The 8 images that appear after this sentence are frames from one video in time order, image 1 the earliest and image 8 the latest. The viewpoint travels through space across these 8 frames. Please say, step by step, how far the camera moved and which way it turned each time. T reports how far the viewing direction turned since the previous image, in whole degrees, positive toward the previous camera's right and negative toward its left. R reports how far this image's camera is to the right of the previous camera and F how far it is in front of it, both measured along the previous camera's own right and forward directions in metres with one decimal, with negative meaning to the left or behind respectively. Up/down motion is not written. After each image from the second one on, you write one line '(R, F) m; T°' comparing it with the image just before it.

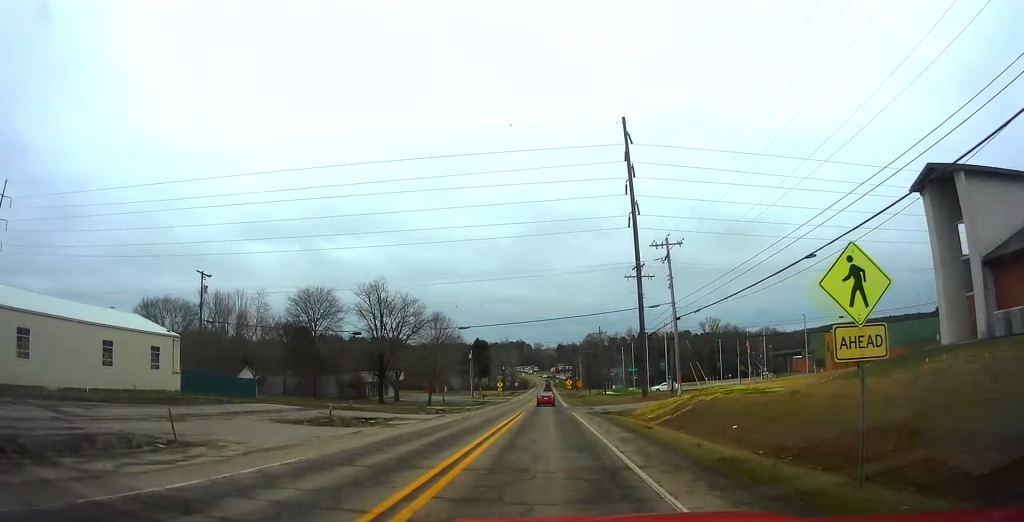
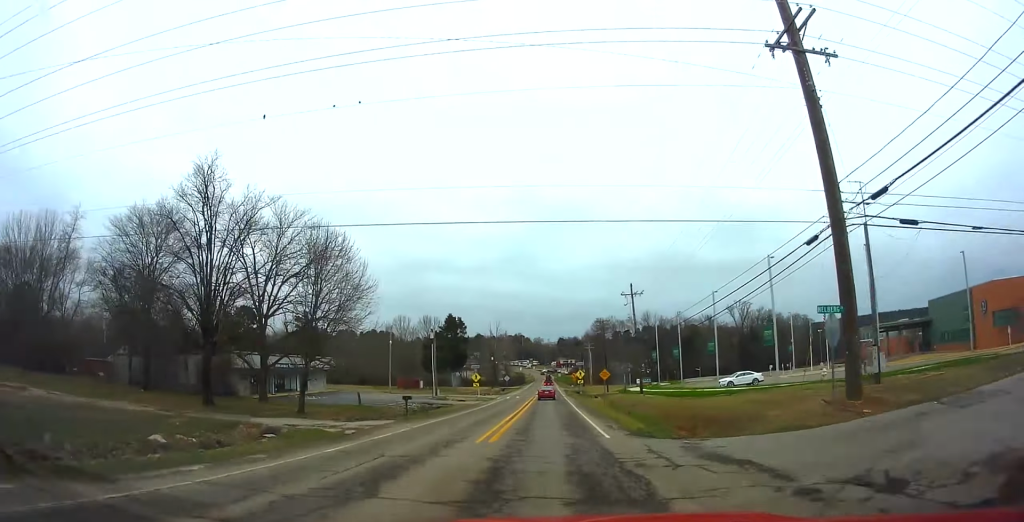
(+0.1, +38.2) m; 0°
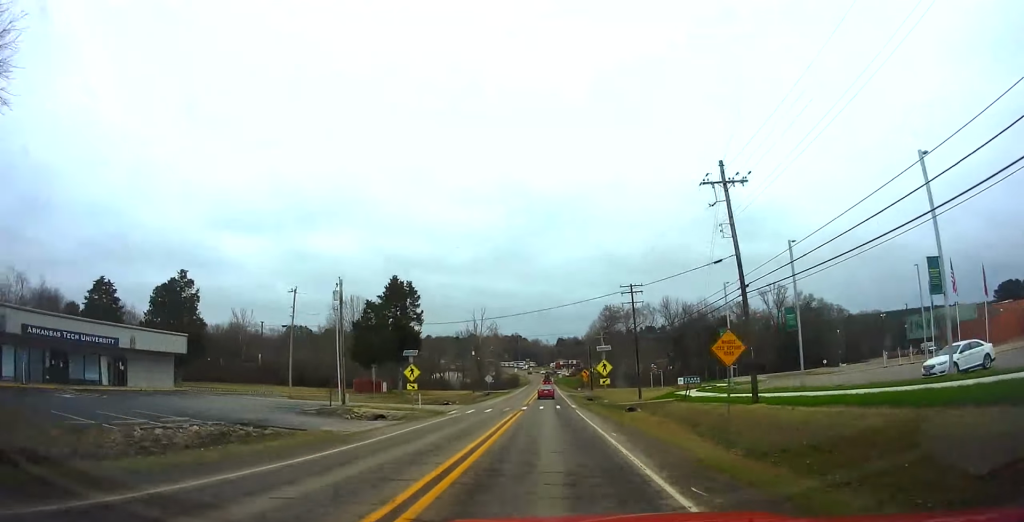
(+0.2, +34.8) m; -1°
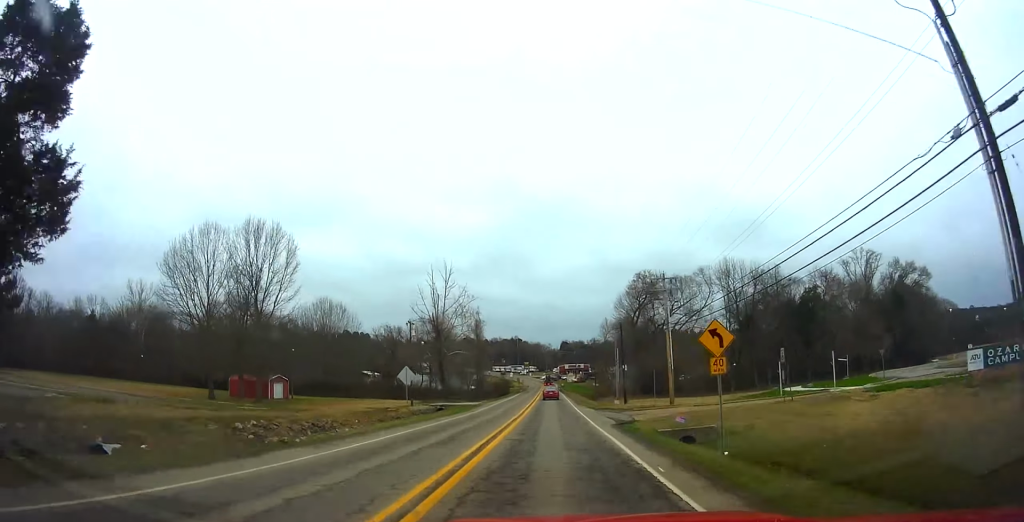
(-0.8, +52.1) m; 0°
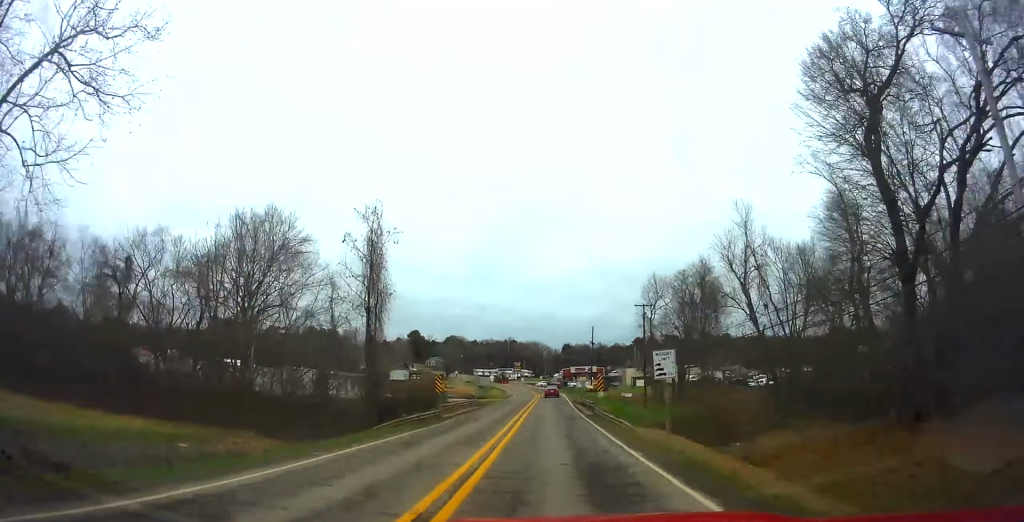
(+0.9, +79.8) m; +1°
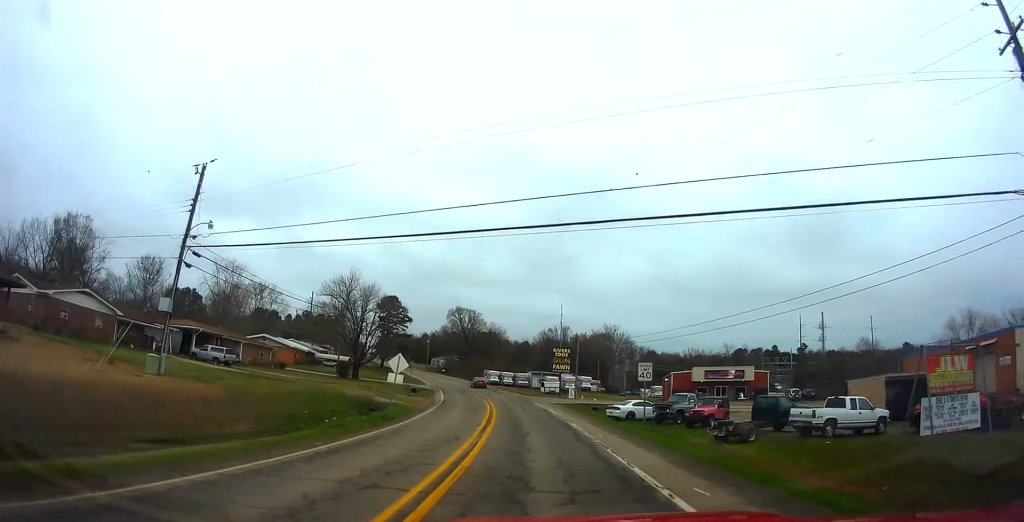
(-3.9, +121.5) m; -8°
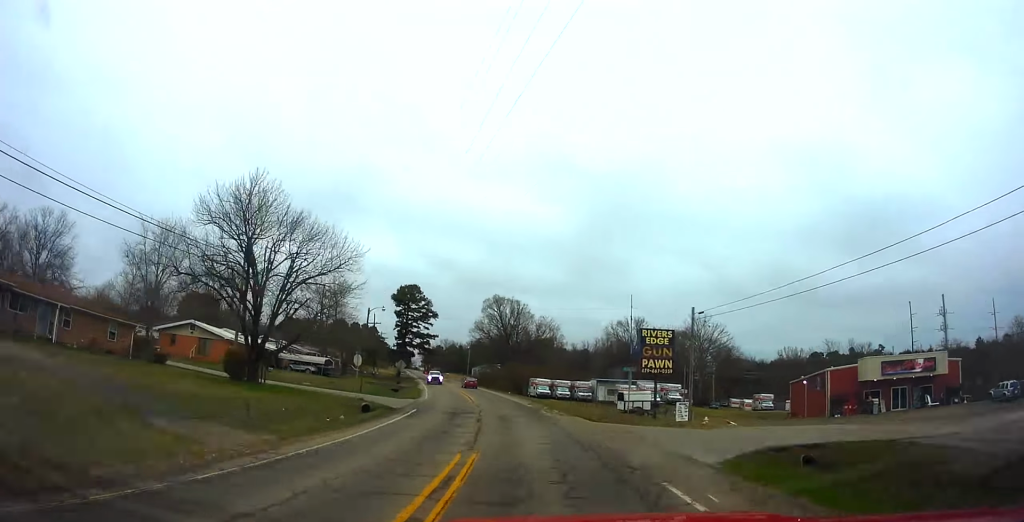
(-0.6, +34.9) m; -5°
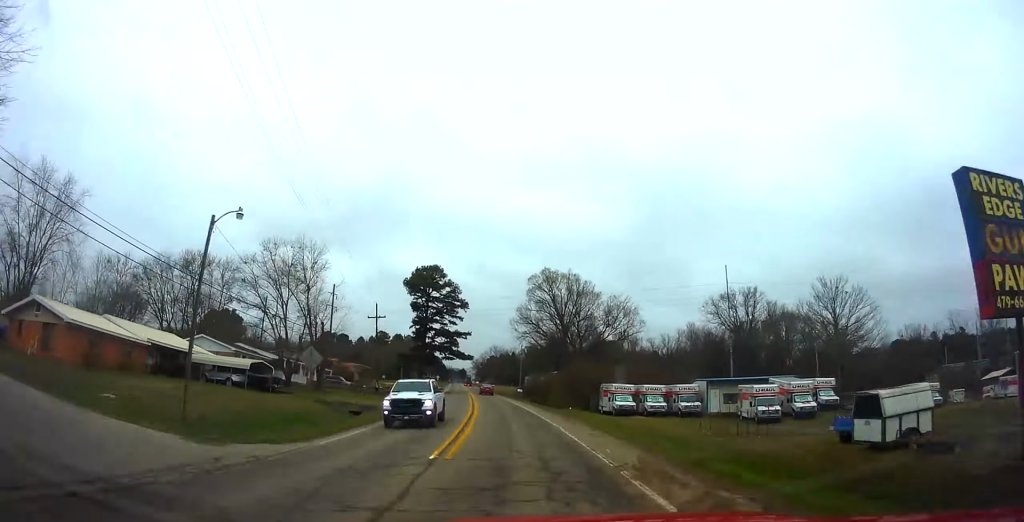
(-2.4, +30.7) m; -5°
